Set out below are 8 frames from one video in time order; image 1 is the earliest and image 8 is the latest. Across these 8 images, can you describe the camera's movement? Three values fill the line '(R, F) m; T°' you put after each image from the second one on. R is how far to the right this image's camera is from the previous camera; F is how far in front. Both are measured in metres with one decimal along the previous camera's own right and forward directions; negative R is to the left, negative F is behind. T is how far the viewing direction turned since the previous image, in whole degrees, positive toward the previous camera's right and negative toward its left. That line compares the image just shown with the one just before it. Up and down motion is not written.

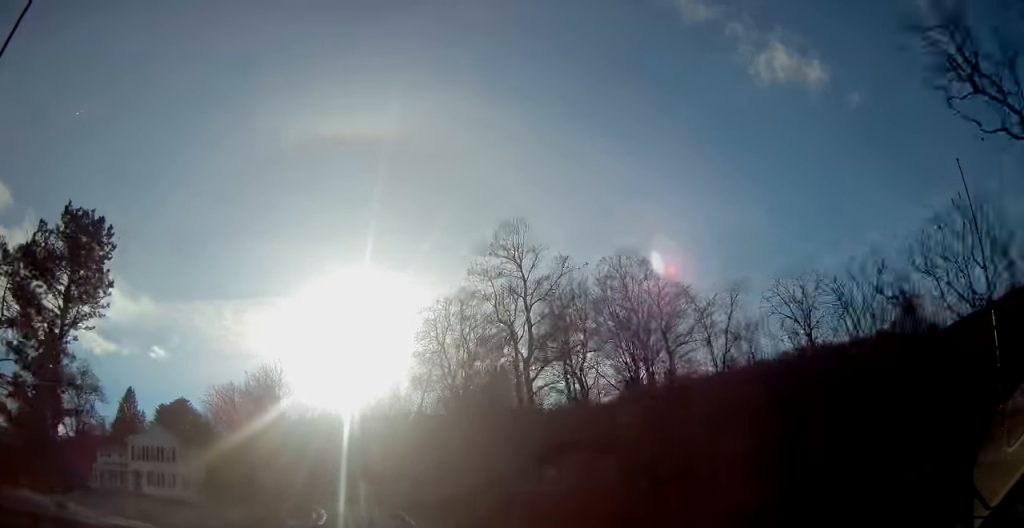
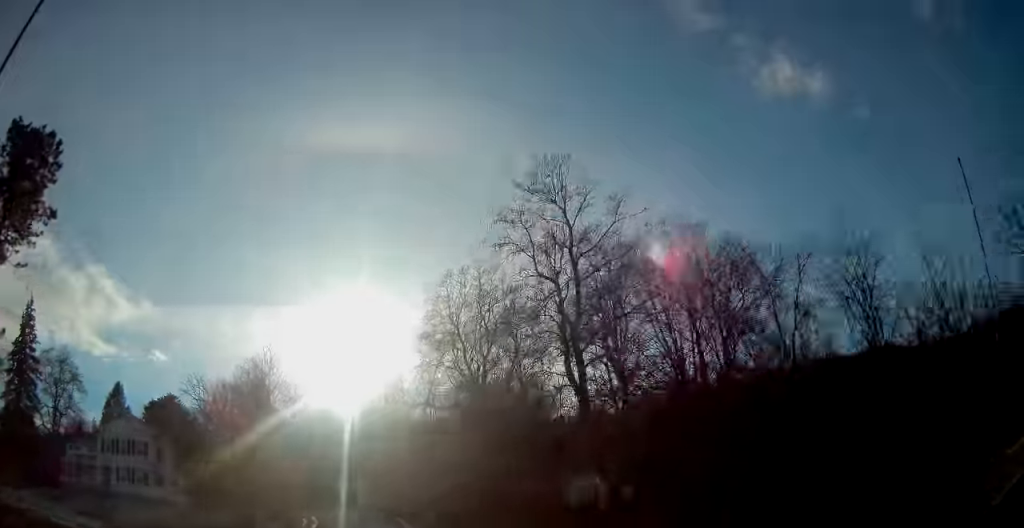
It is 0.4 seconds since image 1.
(0.0, +7.3) m; -1°
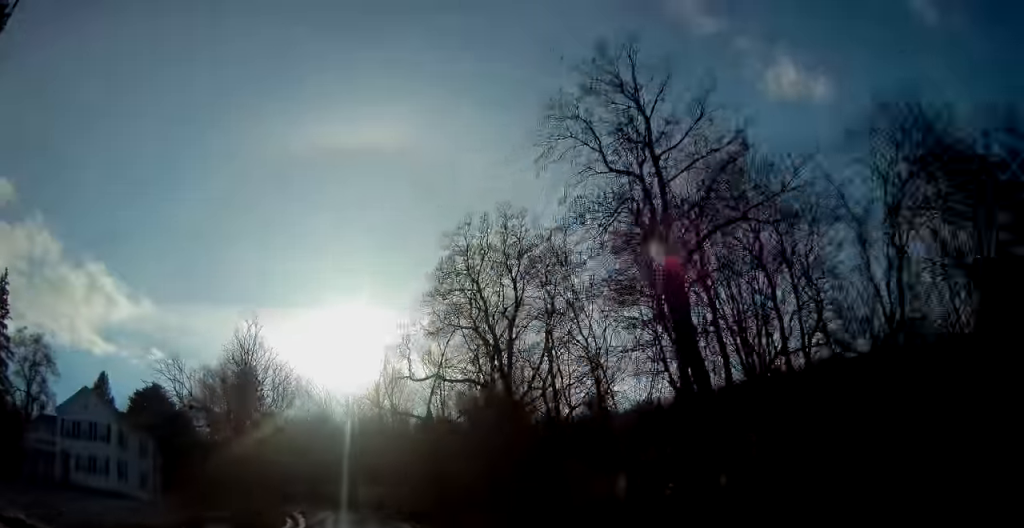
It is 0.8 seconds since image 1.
(-0.1, +7.9) m; 0°
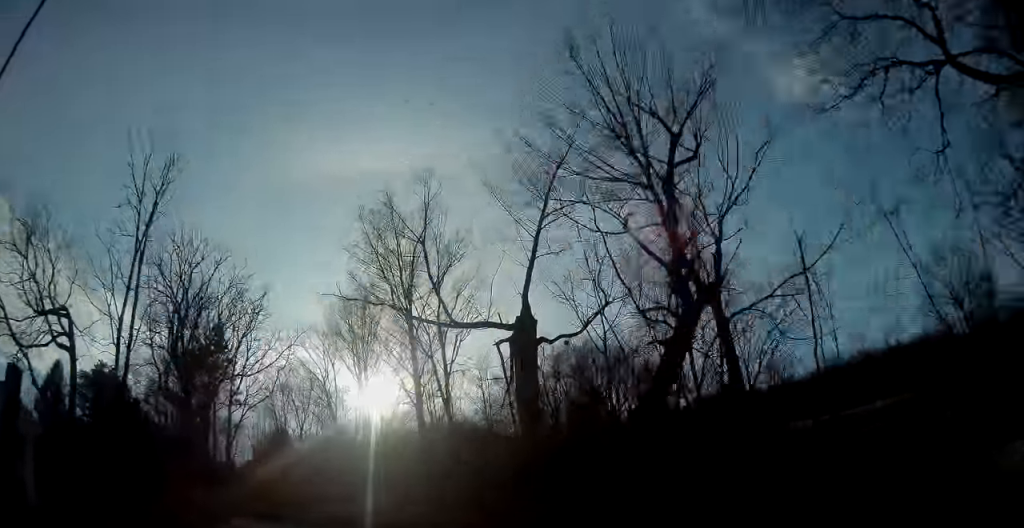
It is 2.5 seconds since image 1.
(-0.2, +28.9) m; -2°
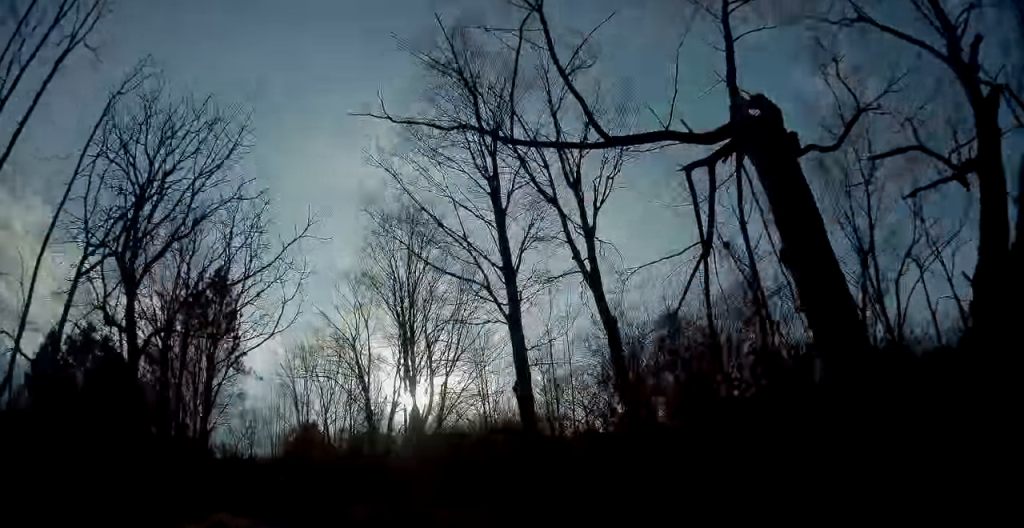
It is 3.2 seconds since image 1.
(-0.4, +12.9) m; -4°
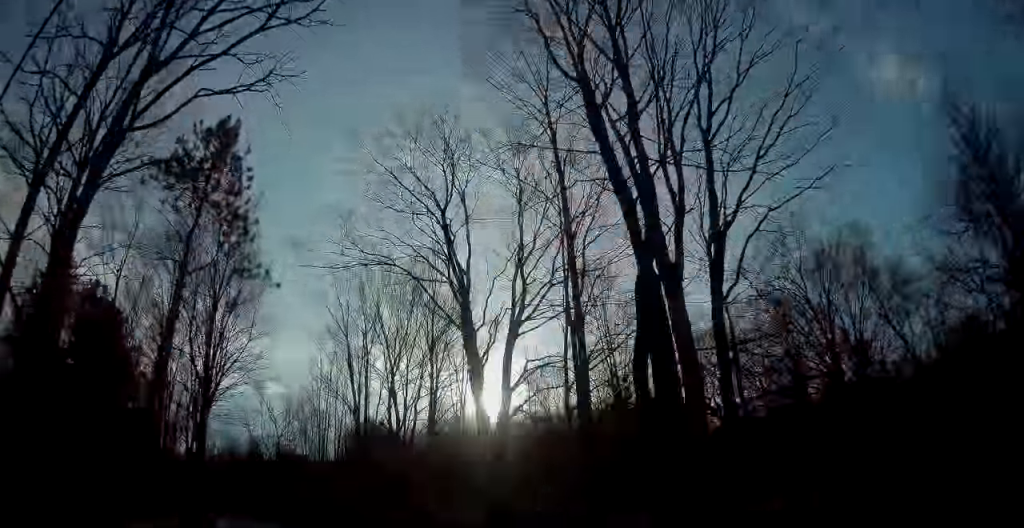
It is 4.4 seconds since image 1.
(-1.1, +18.9) m; -7°
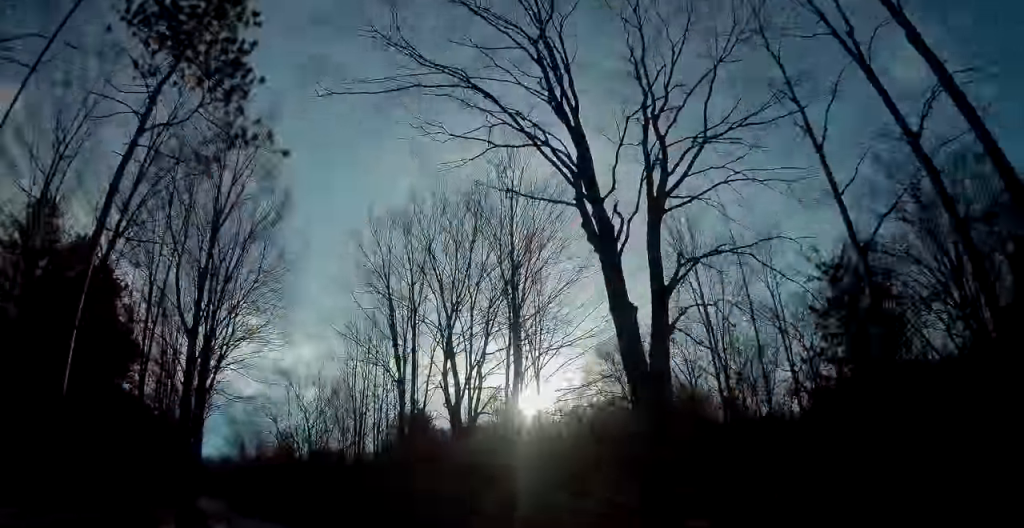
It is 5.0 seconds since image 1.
(-0.4, +9.9) m; -4°
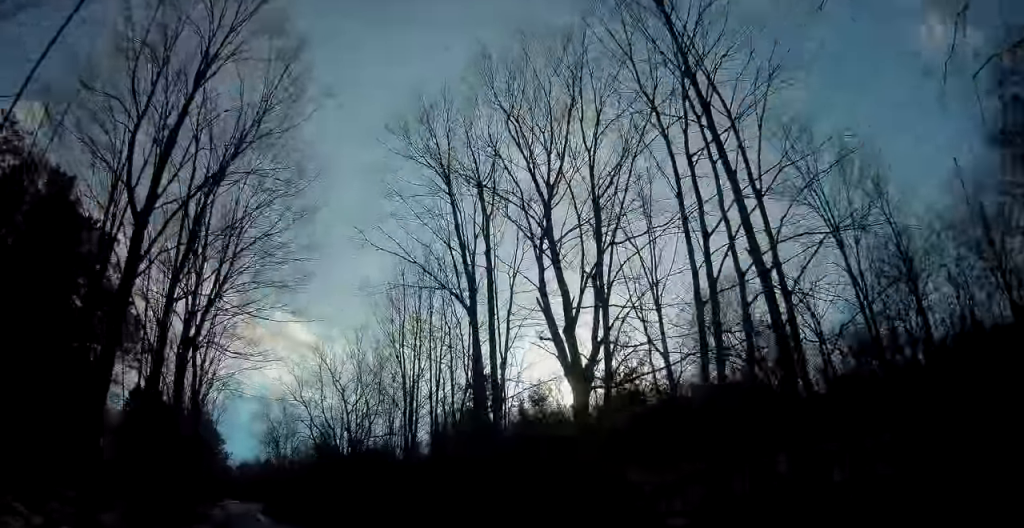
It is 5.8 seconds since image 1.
(-0.4, +11.1) m; -5°
